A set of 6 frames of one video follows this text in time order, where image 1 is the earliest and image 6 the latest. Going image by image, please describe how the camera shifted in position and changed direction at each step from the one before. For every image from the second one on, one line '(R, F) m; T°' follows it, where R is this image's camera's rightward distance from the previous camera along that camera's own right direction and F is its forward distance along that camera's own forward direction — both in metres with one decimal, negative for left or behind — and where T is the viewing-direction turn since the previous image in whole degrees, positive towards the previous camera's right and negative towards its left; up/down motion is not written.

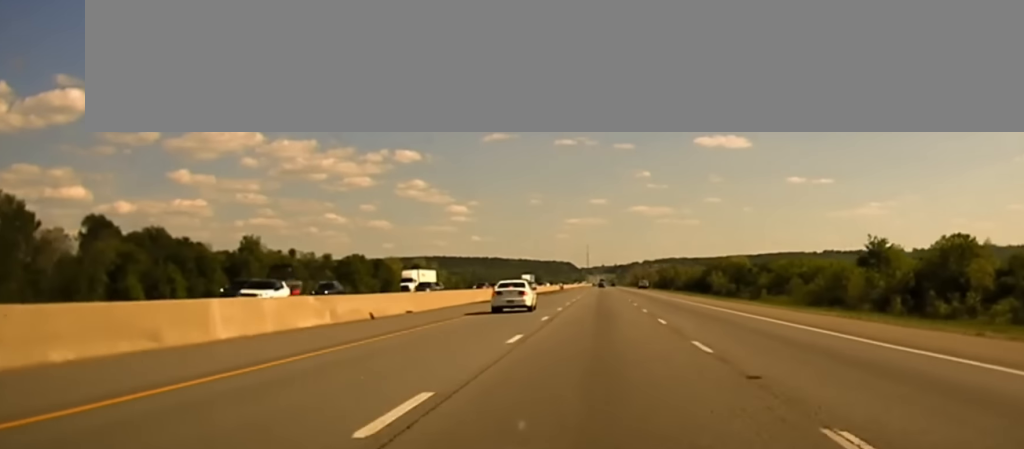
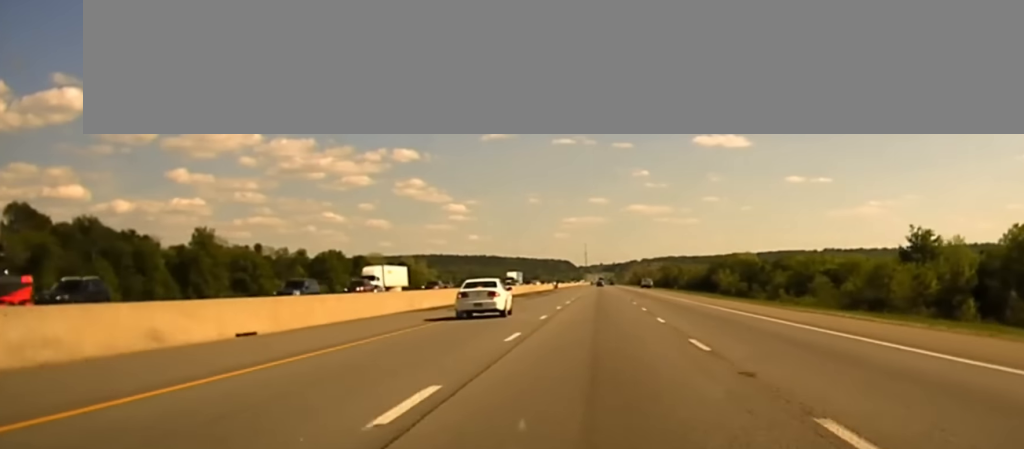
(-0.2, +24.3) m; 0°
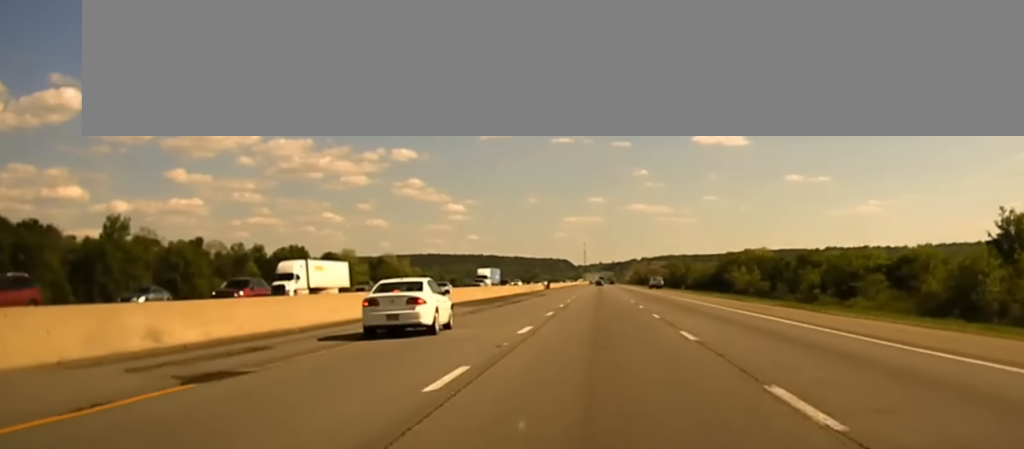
(-0.1, +34.1) m; 0°
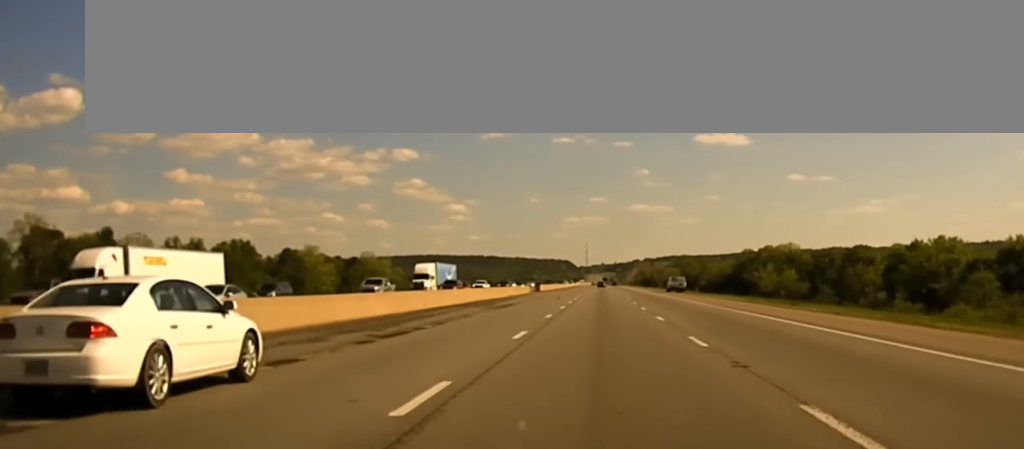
(+0.2, +37.2) m; 0°
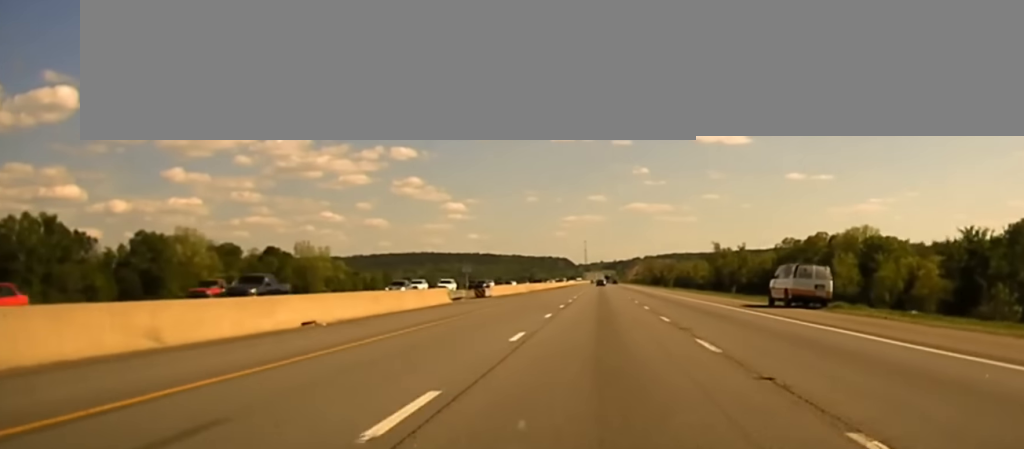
(-0.1, +75.0) m; 0°
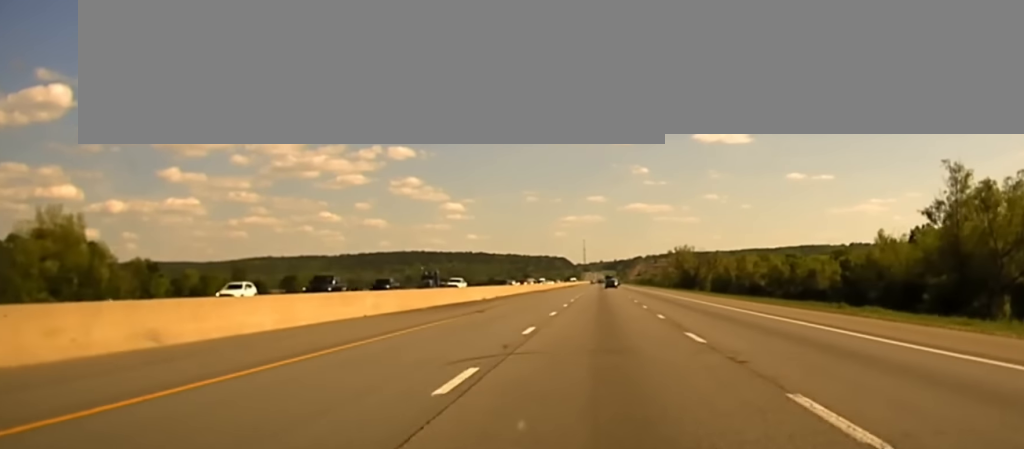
(-0.2, +130.8) m; 0°
